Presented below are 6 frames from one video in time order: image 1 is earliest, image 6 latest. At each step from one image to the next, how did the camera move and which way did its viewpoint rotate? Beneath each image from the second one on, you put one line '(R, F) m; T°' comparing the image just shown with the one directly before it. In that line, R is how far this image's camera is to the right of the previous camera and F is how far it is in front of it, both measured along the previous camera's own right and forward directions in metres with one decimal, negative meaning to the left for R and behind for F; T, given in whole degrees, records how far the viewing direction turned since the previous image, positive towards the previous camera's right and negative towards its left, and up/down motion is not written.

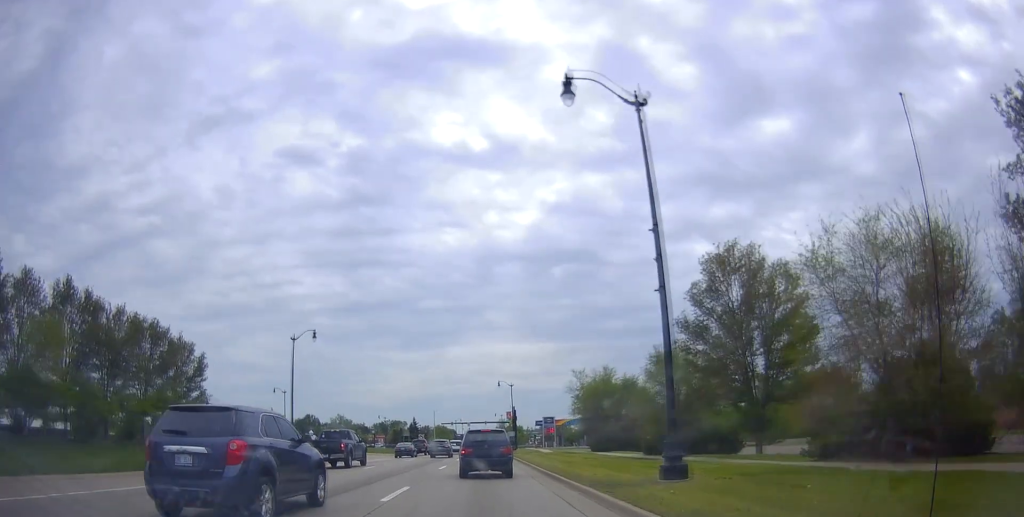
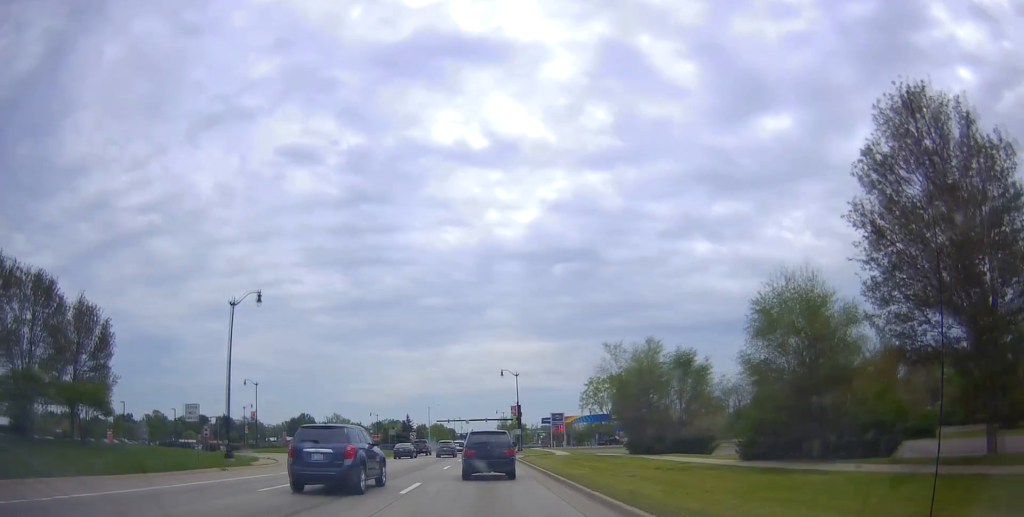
(-0.3, +13.4) m; -2°
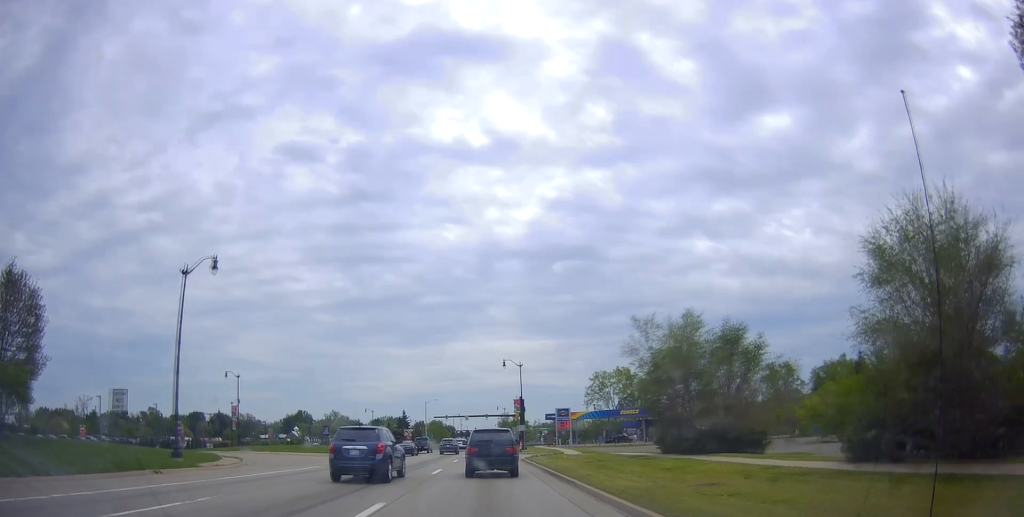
(-0.2, +7.1) m; 0°
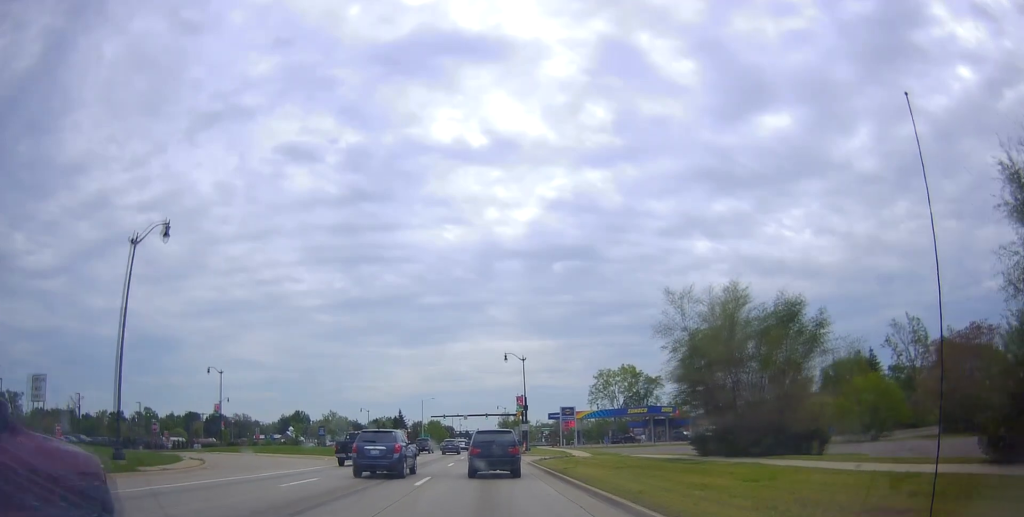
(+0.2, +5.7) m; +1°
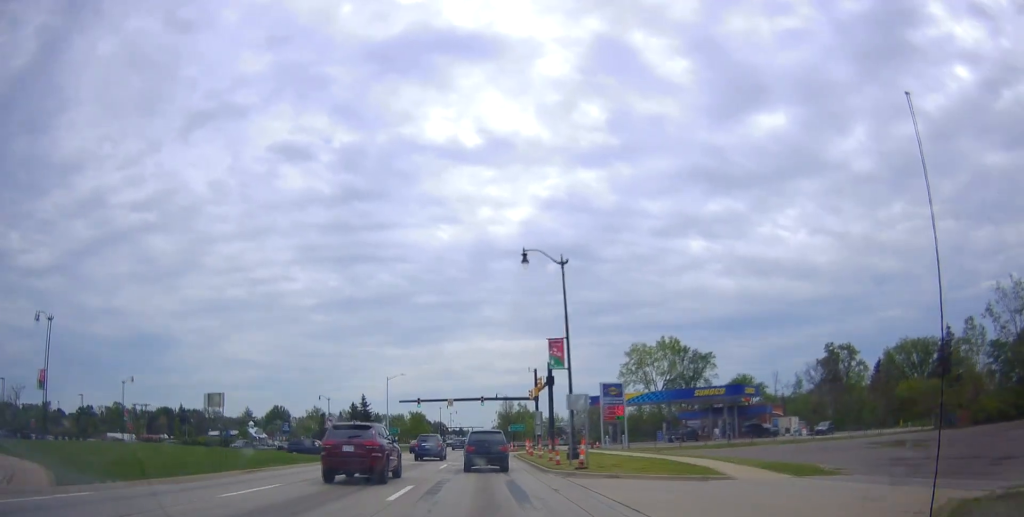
(+0.4, +34.9) m; 0°
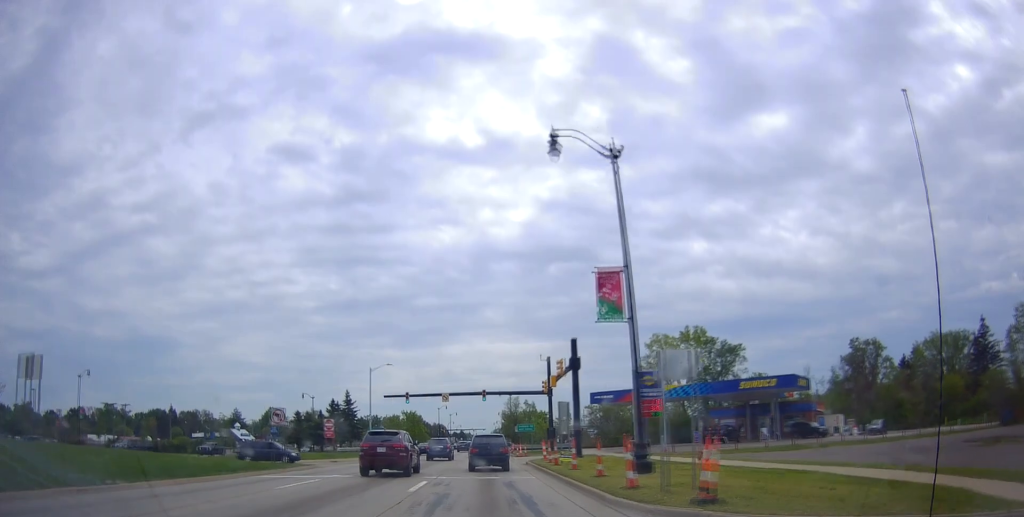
(-0.3, +12.1) m; -3°
